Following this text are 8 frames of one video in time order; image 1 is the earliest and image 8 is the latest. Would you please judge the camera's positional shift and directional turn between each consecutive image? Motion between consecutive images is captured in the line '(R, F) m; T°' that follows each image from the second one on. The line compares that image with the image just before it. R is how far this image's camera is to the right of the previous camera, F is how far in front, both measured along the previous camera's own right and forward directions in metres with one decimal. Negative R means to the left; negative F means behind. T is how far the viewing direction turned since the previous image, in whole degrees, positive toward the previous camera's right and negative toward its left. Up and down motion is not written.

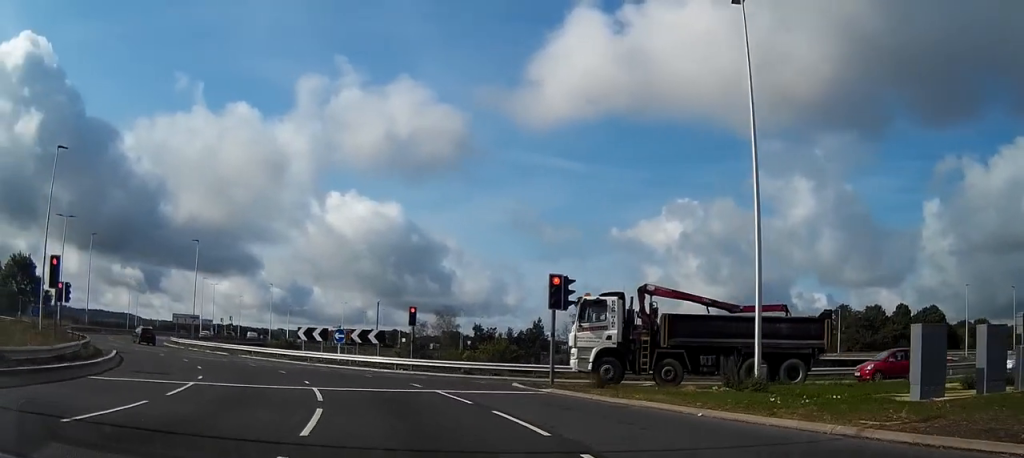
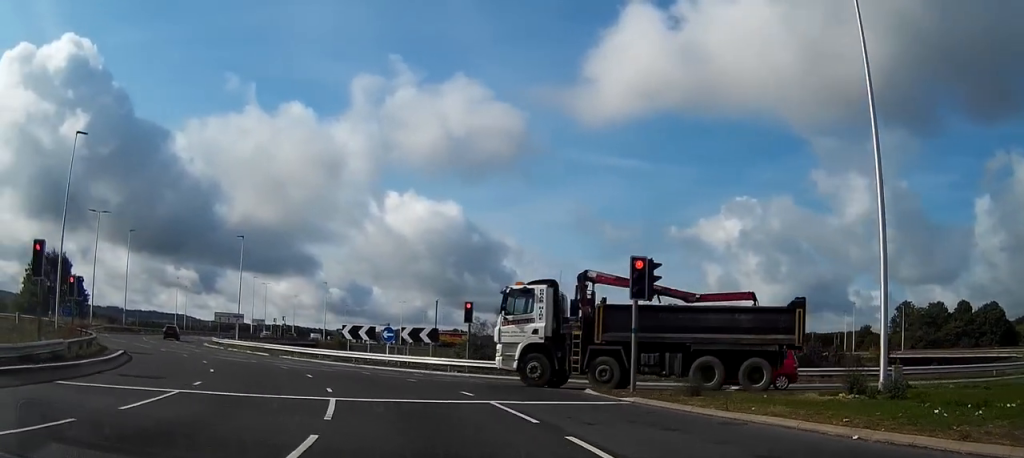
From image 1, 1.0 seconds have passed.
(+0.9, +4.4) m; +6°
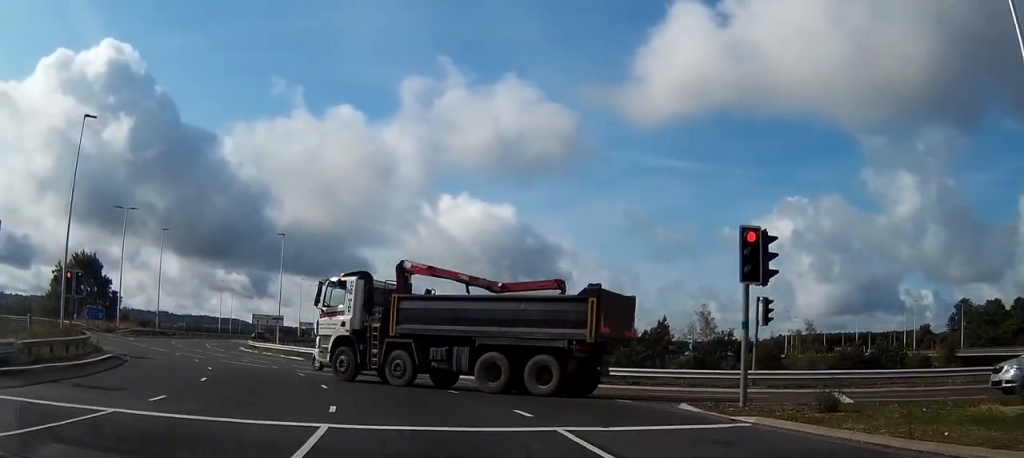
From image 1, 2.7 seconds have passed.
(-0.9, +5.0) m; -13°
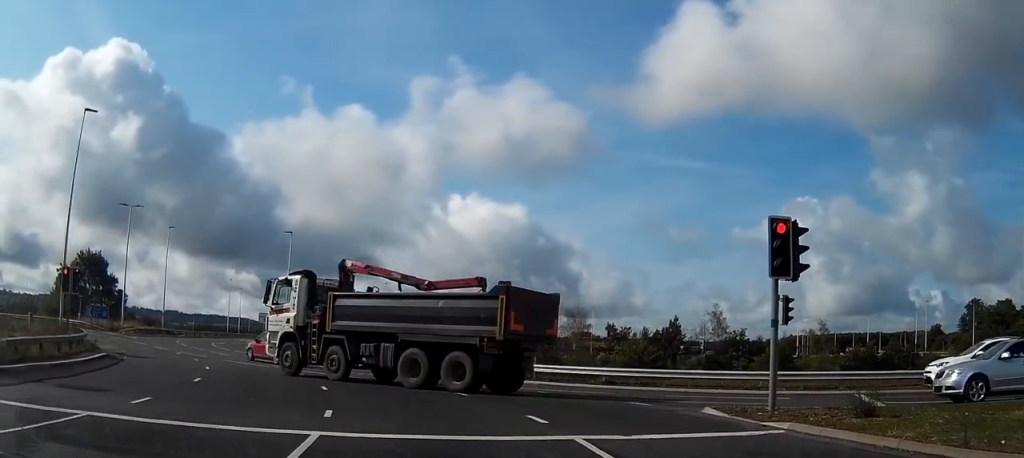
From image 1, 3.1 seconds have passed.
(0.0, +1.1) m; 0°
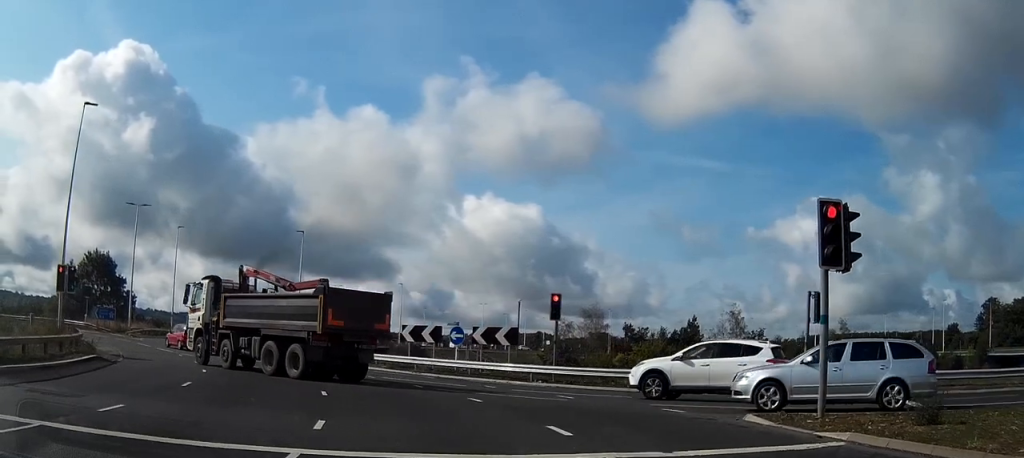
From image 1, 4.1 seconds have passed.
(0.0, +1.5) m; 0°
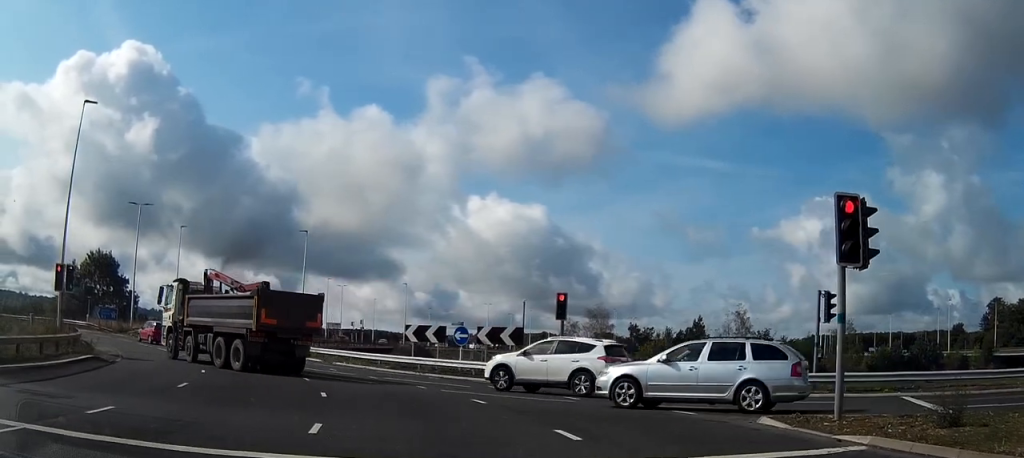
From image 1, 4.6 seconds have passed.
(0.0, +0.5) m; 0°
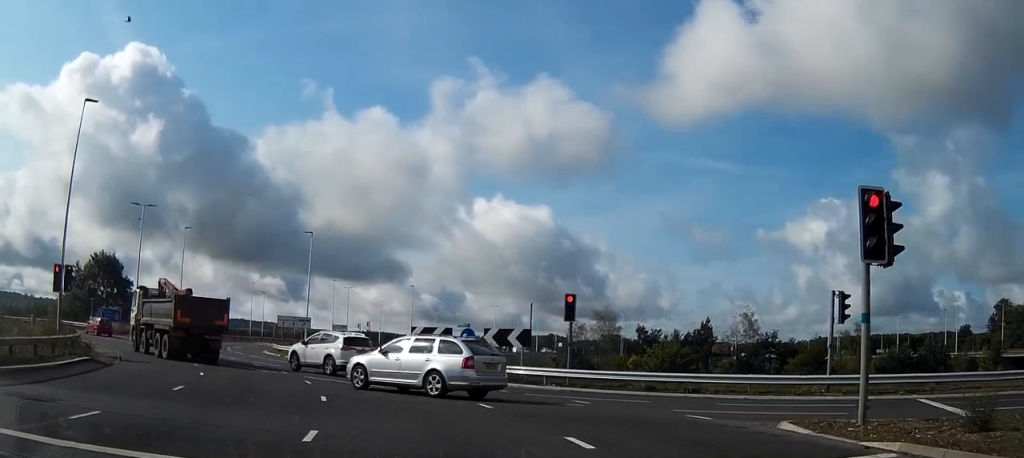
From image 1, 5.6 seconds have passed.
(0.0, +0.7) m; 0°
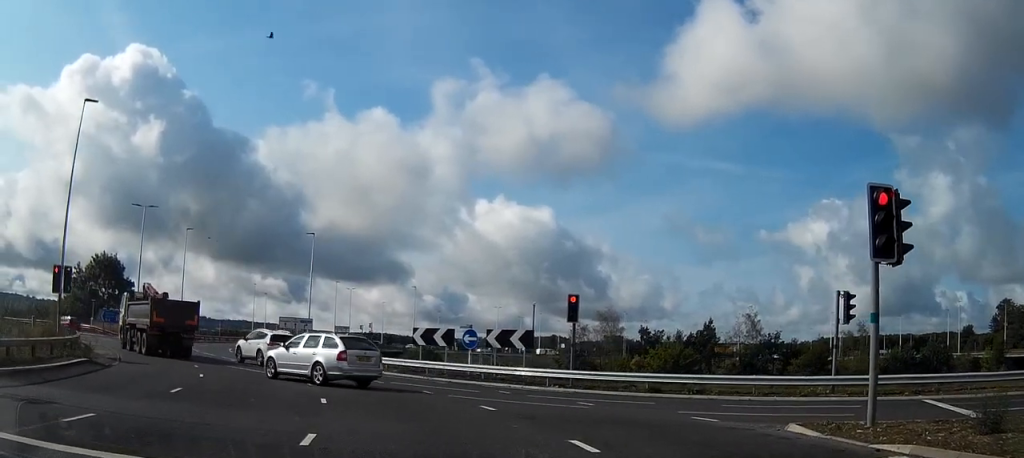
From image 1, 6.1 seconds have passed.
(0.0, +0.2) m; 0°
